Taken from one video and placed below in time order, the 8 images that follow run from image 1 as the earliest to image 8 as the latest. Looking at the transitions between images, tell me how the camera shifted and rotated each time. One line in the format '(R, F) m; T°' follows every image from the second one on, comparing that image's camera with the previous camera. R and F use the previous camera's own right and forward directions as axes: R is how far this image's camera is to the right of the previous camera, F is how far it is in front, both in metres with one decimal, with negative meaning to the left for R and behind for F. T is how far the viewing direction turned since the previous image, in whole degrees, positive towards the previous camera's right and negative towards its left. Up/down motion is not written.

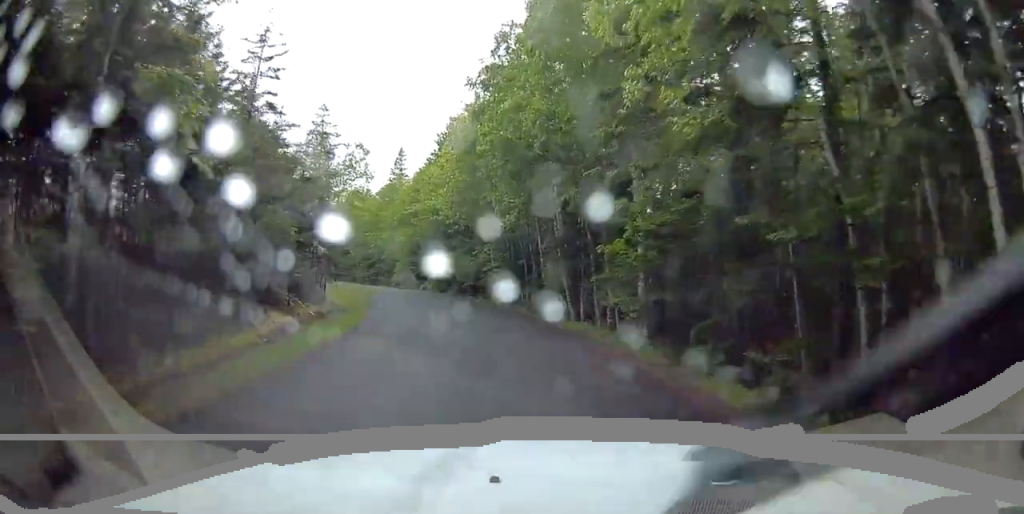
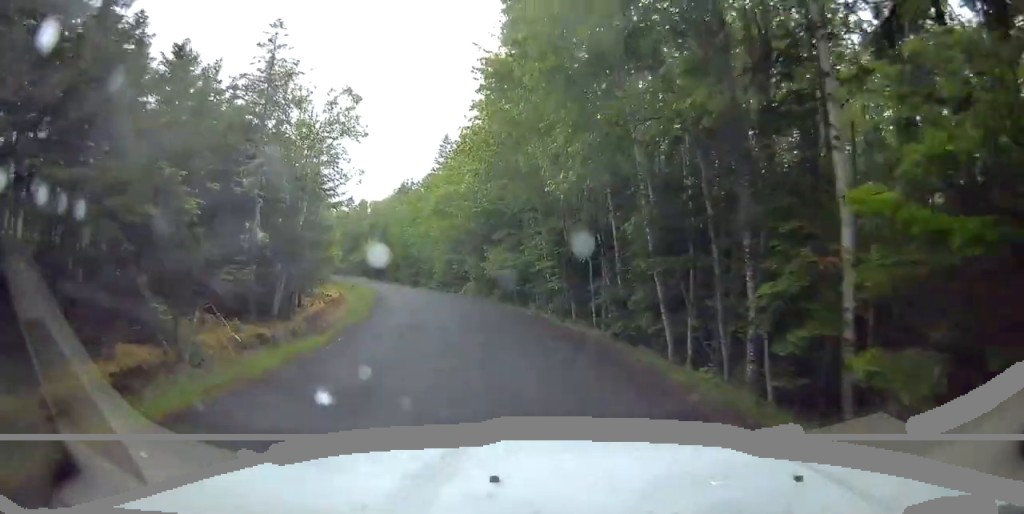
(-0.6, +10.1) m; -10°
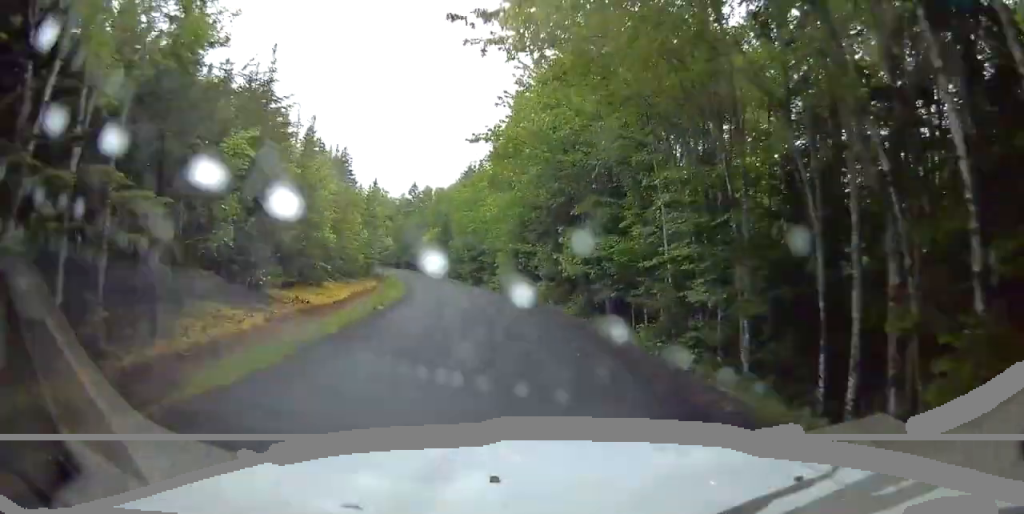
(-1.6, +13.0) m; -8°
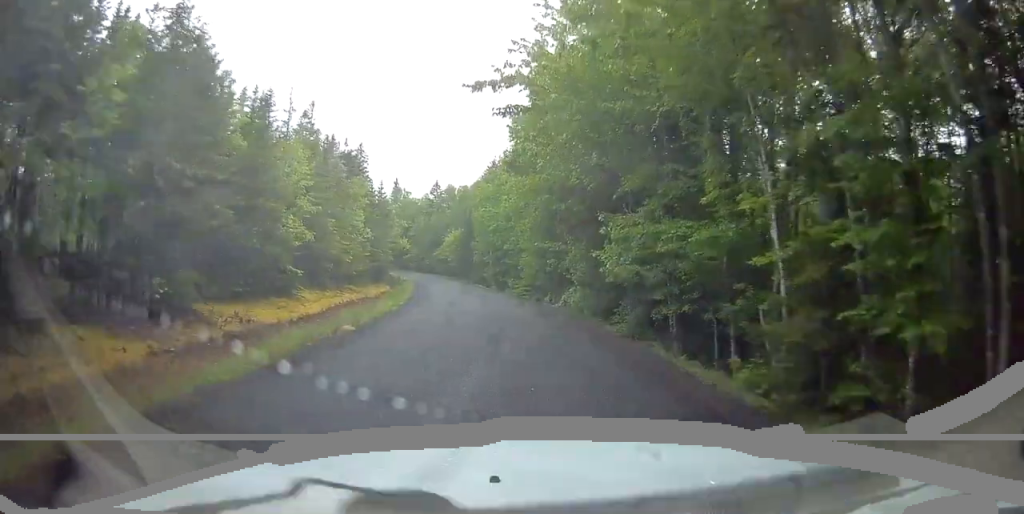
(0.0, +6.2) m; -2°
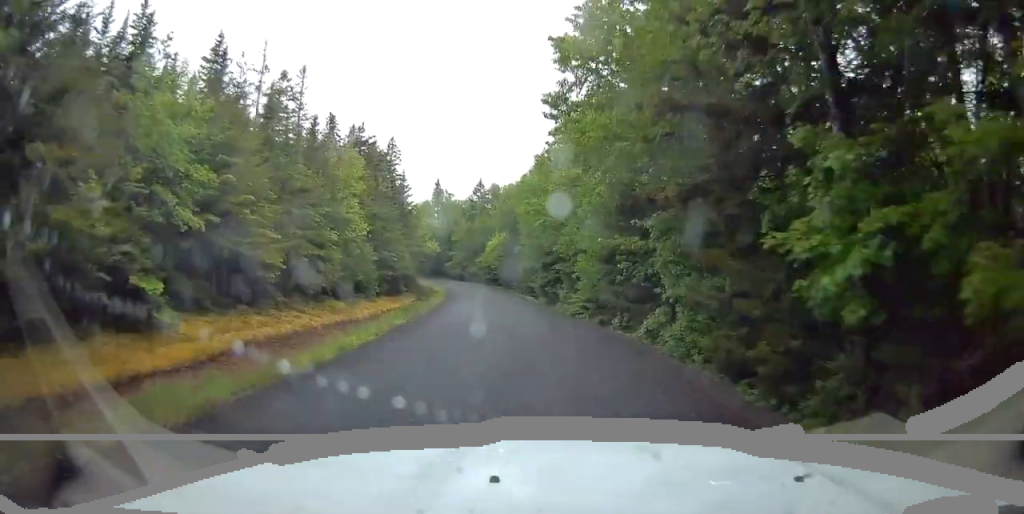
(-0.5, +11.0) m; -5°
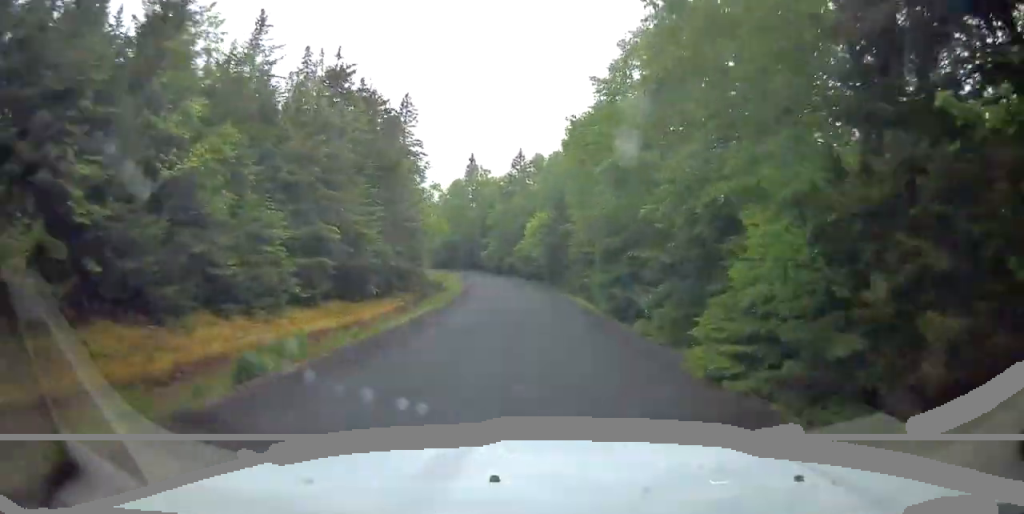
(-1.3, +17.5) m; -8°
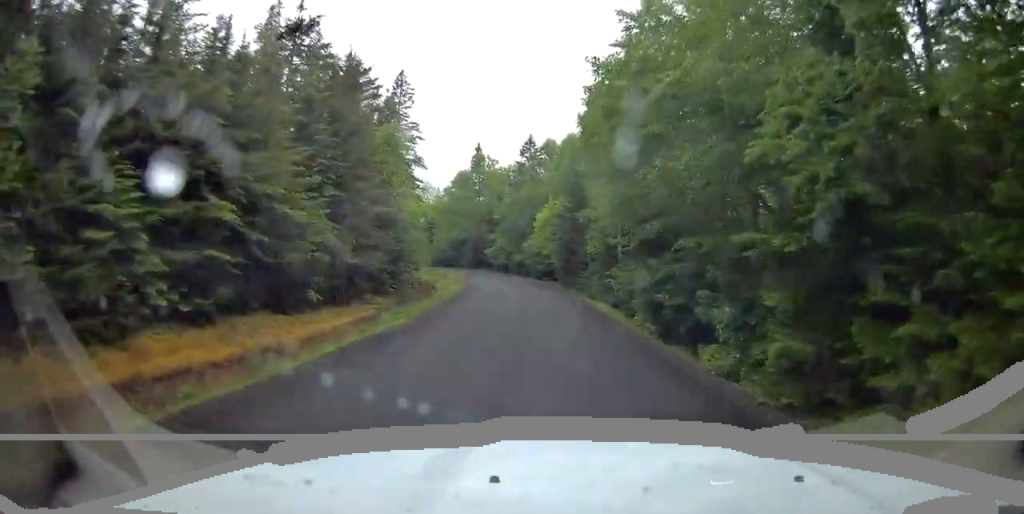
(-0.2, +7.9) m; -1°
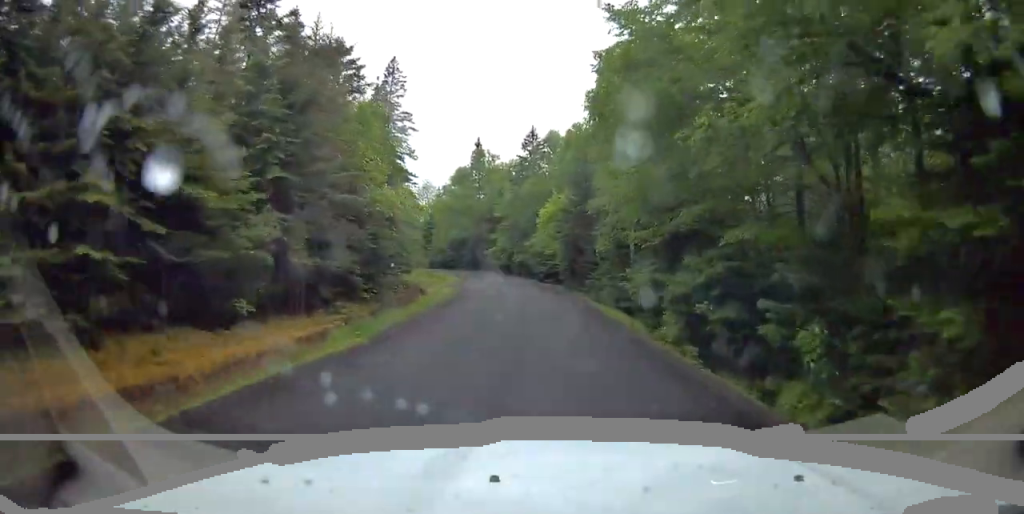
(-0.1, +4.6) m; -1°
